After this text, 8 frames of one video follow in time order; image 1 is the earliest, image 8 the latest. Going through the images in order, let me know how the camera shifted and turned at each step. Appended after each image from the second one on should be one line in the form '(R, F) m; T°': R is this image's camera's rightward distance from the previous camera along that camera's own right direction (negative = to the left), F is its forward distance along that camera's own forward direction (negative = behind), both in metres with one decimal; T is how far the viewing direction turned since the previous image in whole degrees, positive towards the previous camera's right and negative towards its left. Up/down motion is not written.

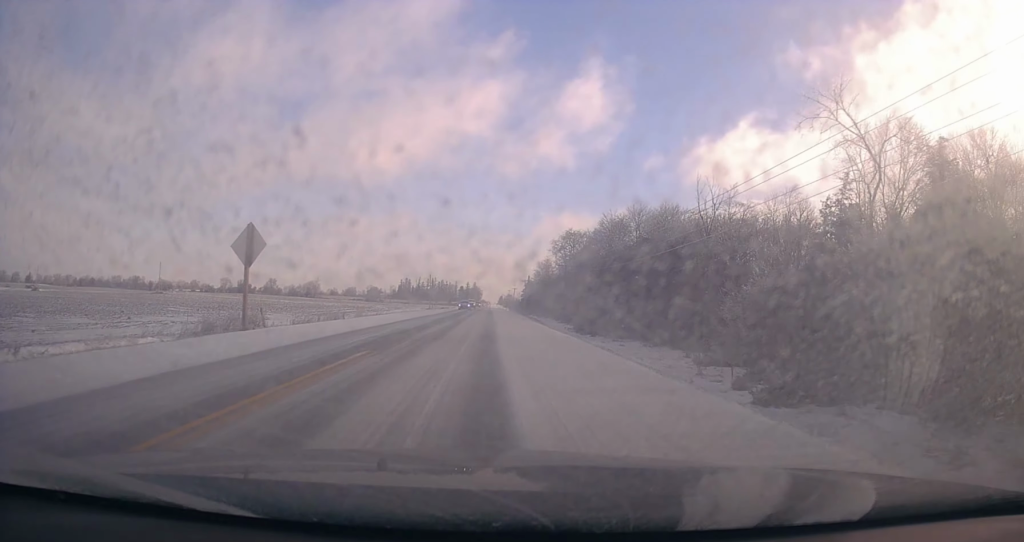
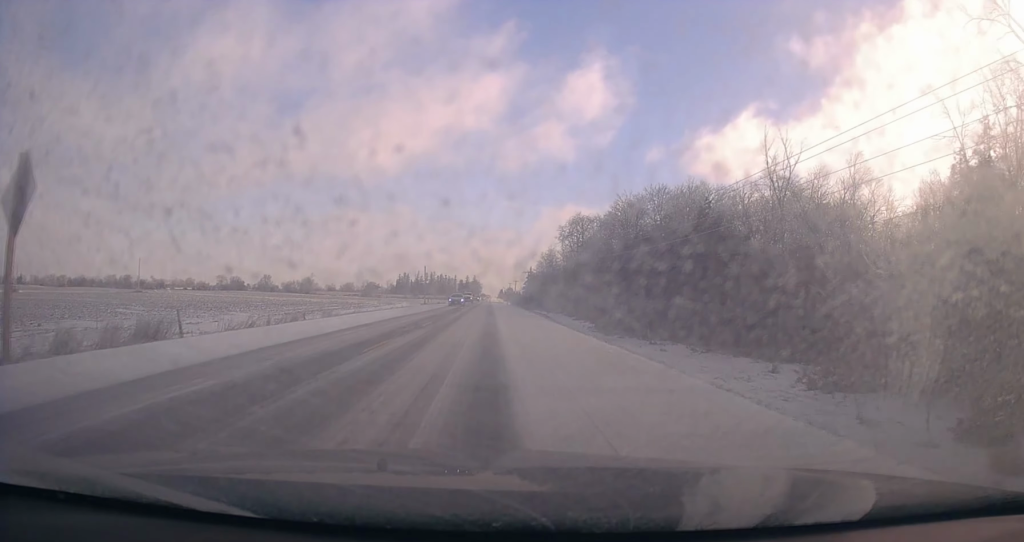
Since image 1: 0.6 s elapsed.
(+0.2, +12.4) m; +1°
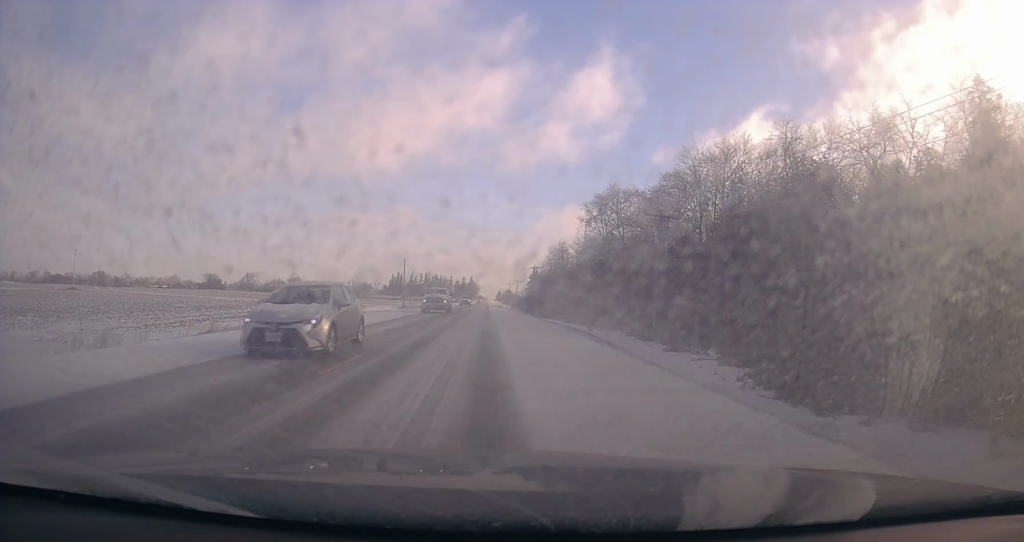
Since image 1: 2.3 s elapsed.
(-0.6, +31.6) m; -1°
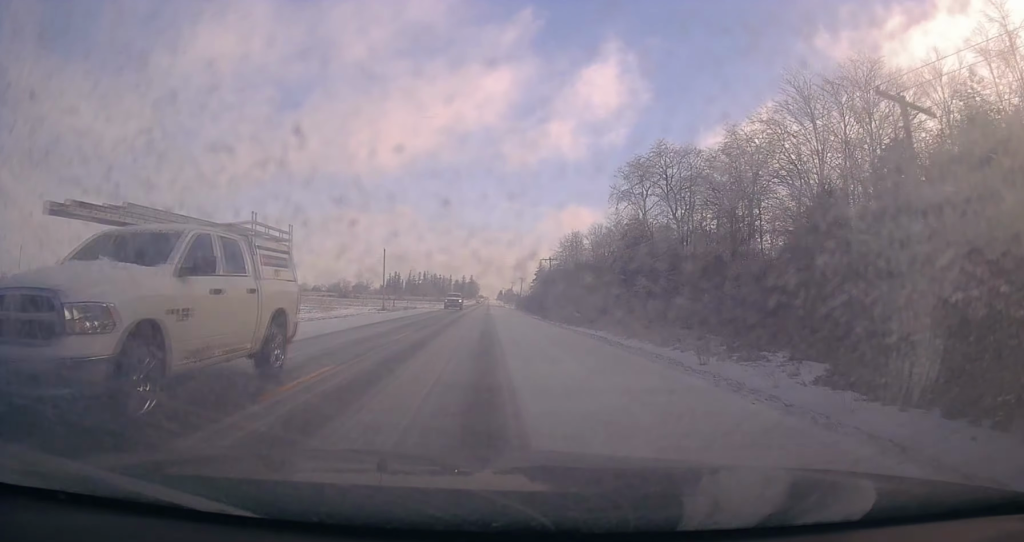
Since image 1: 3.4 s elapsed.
(+0.4, +21.6) m; 0°
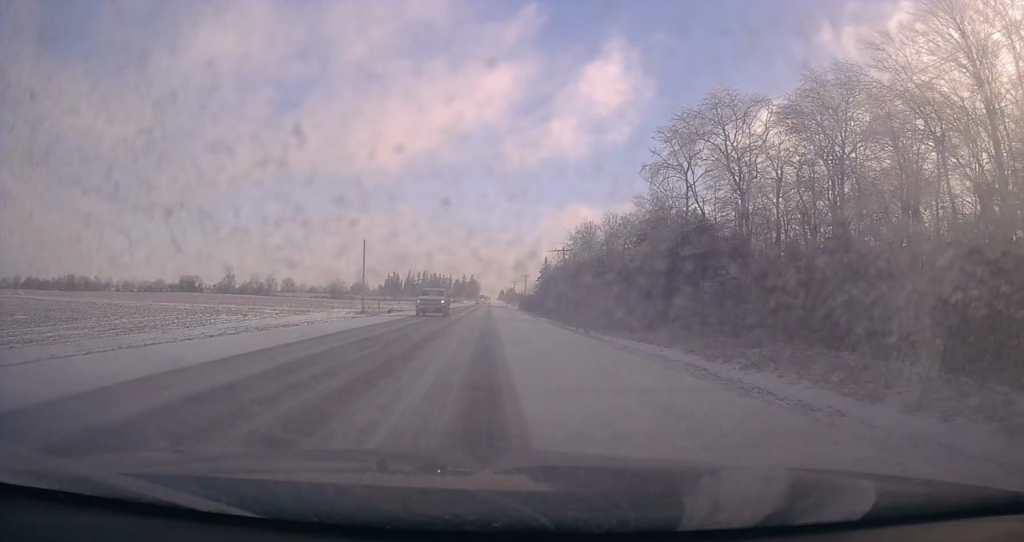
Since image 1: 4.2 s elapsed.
(-0.3, +14.8) m; -1°
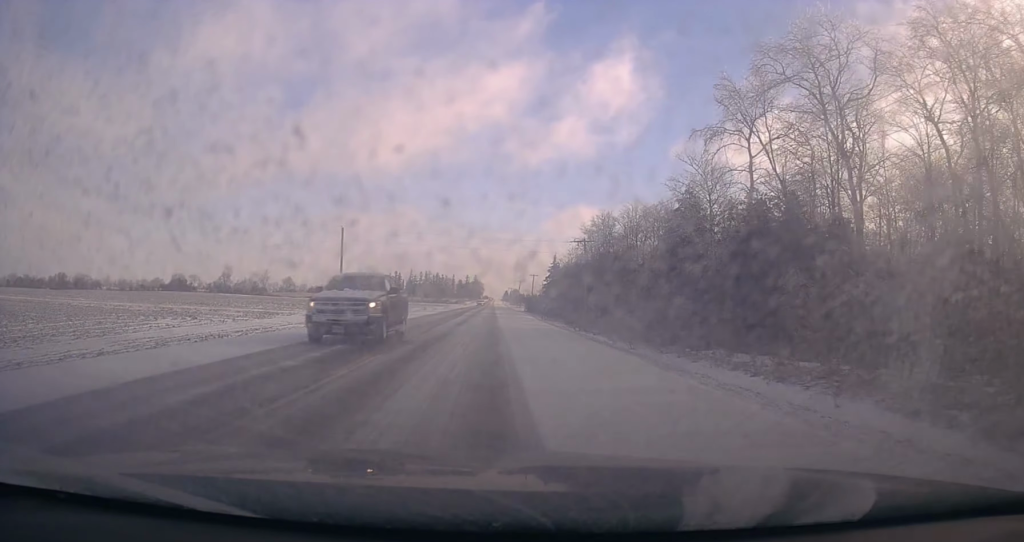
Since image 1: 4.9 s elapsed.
(-0.2, +13.4) m; -1°
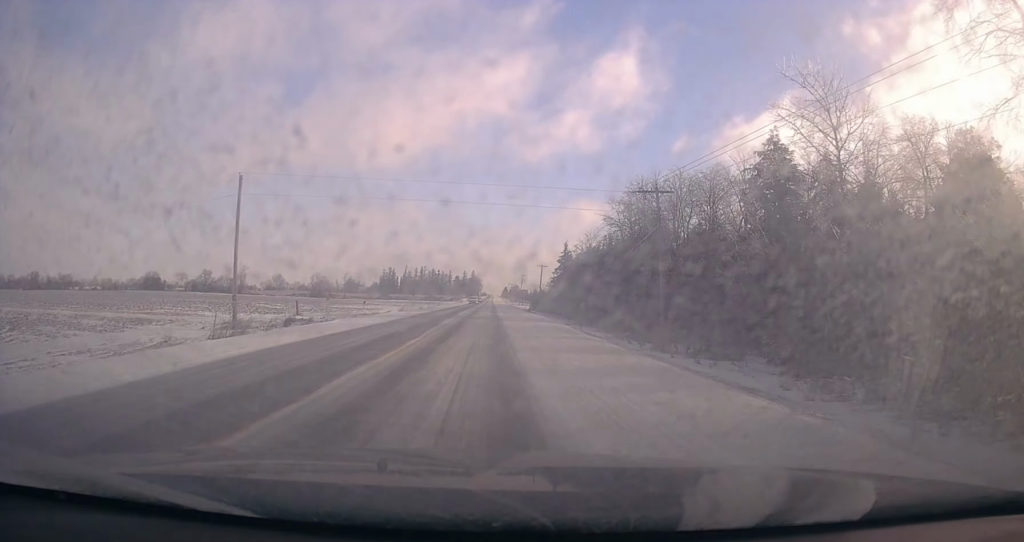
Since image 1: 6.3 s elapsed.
(-0.2, +25.8) m; -1°
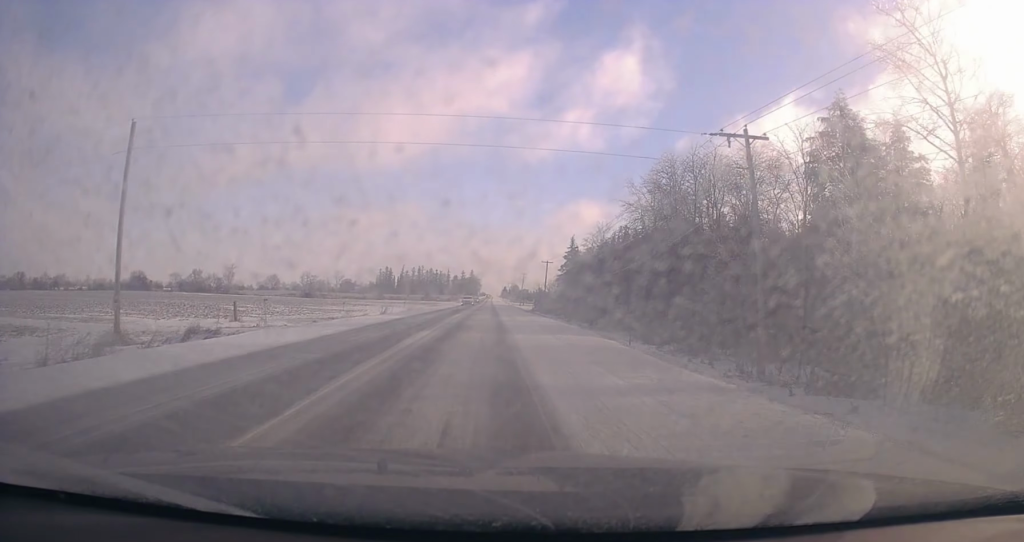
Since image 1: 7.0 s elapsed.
(0.0, +12.3) m; +1°
